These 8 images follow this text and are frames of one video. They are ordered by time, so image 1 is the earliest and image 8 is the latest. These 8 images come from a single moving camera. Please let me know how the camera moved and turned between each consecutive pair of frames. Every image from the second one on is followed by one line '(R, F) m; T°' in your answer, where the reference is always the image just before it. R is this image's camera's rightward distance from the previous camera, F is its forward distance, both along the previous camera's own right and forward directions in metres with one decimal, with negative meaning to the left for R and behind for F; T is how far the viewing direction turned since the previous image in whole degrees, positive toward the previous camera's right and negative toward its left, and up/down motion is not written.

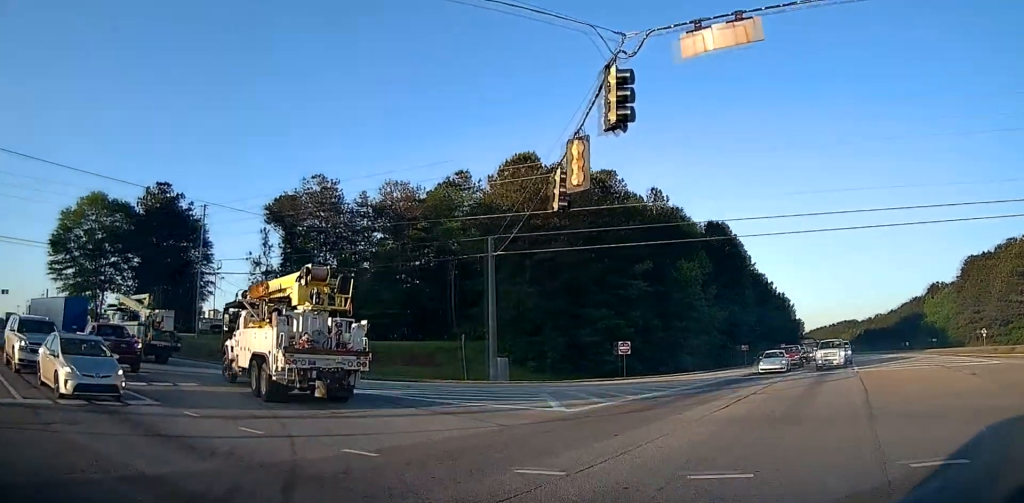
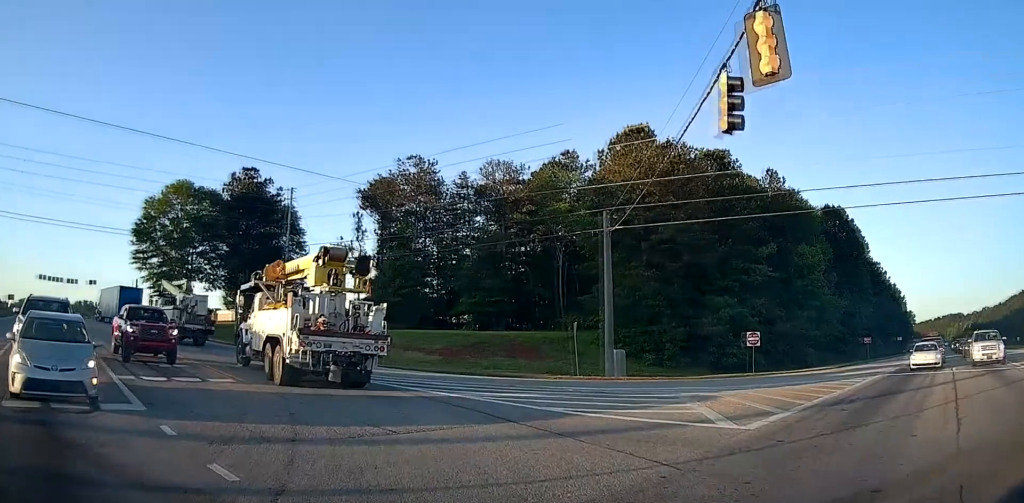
(0.0, +4.9) m; -10°
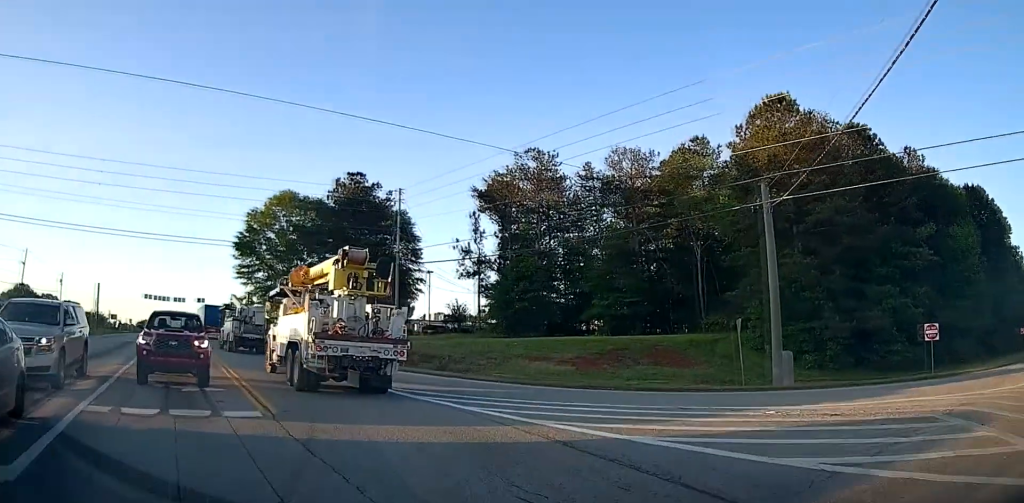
(-1.1, +5.9) m; -13°
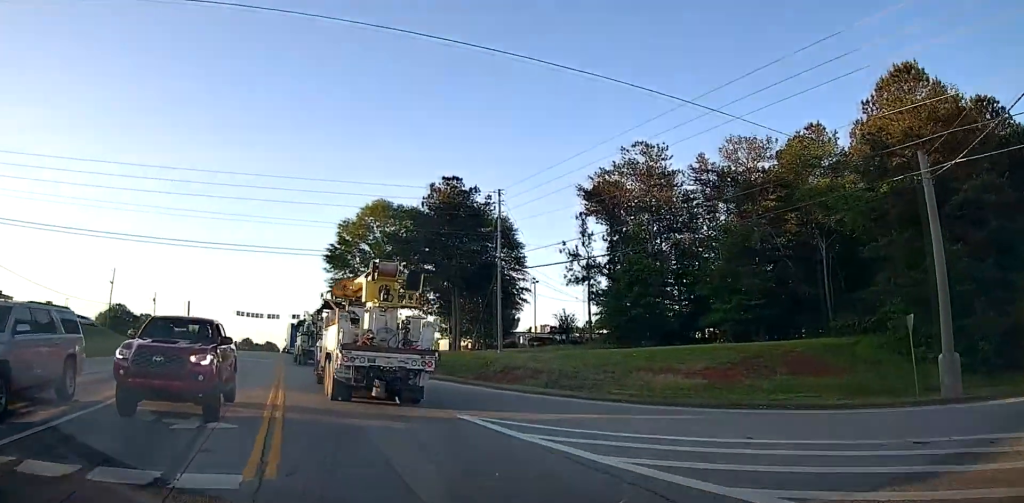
(0.0, +4.9) m; -12°
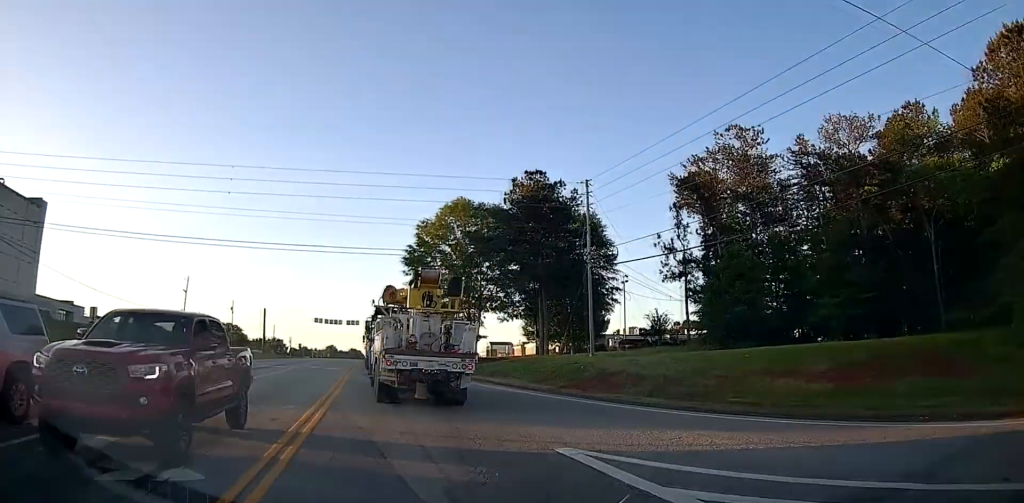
(-0.6, +3.9) m; -11°
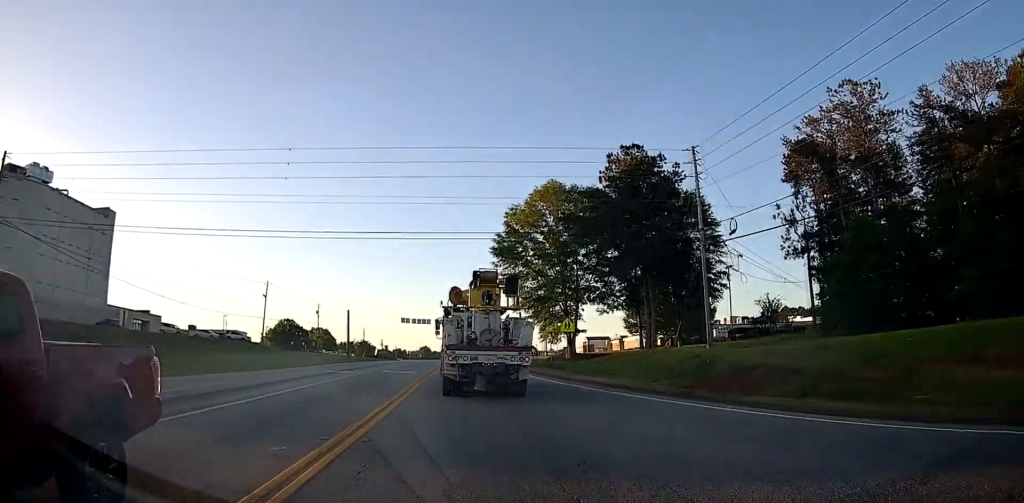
(-0.9, +5.8) m; -12°
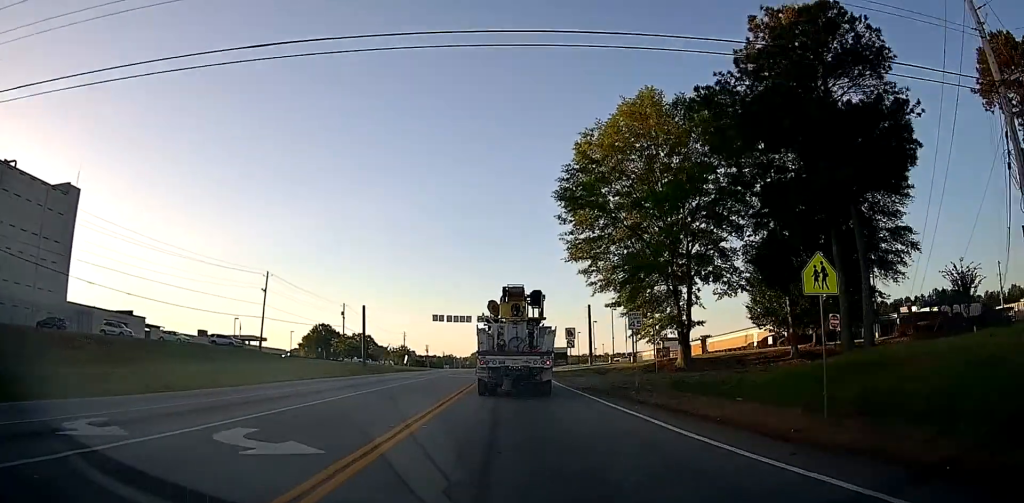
(-2.5, +23.1) m; -7°
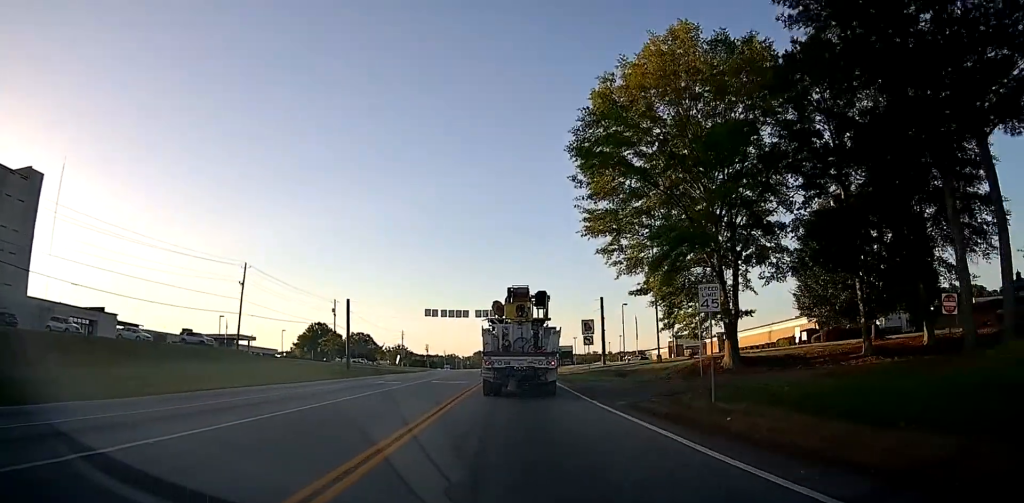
(+0.3, +8.4) m; +3°
